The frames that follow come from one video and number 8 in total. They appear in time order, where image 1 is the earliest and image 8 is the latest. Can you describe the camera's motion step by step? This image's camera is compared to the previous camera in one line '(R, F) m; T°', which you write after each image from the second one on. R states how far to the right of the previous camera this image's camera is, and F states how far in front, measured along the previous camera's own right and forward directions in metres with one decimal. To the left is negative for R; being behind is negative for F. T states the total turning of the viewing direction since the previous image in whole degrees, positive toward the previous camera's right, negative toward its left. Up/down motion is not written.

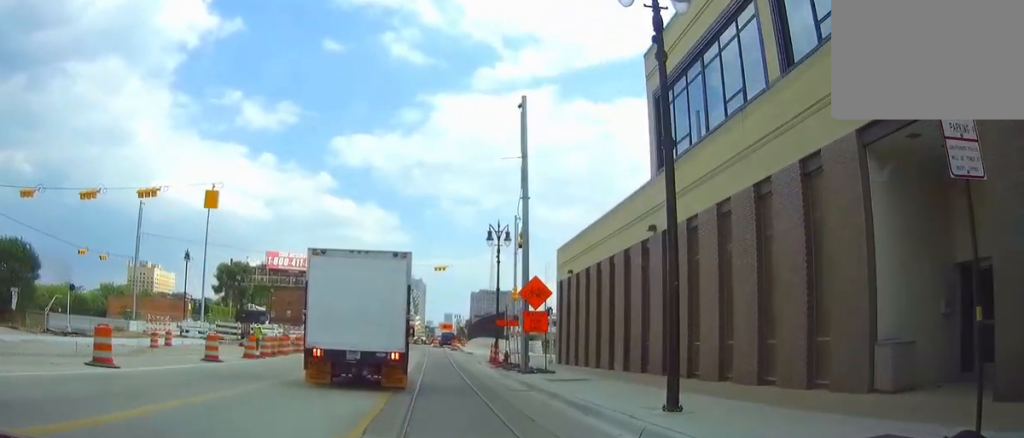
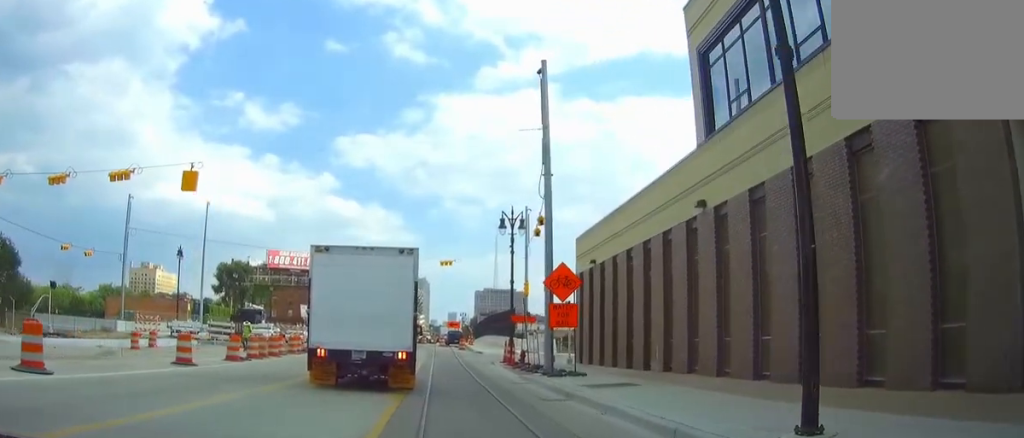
(-0.1, +3.9) m; -1°
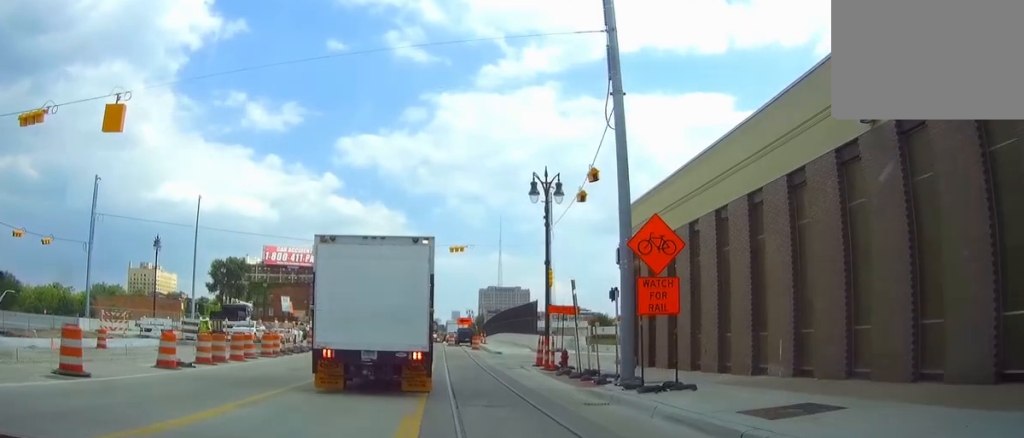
(0.0, +7.8) m; -1°
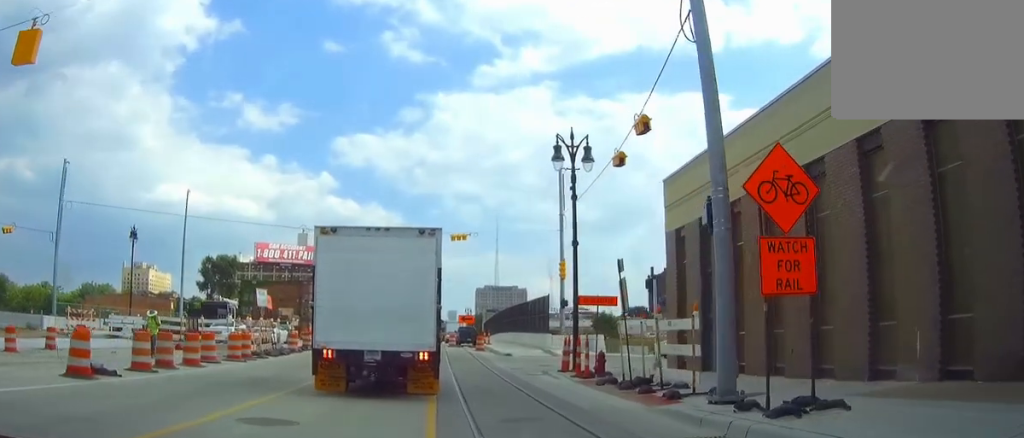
(-0.1, +5.2) m; -1°
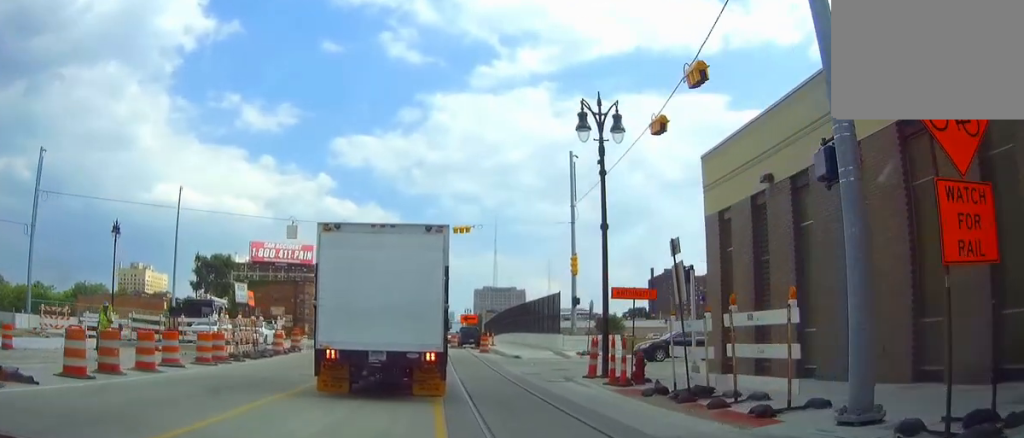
(-0.1, +3.7) m; 0°
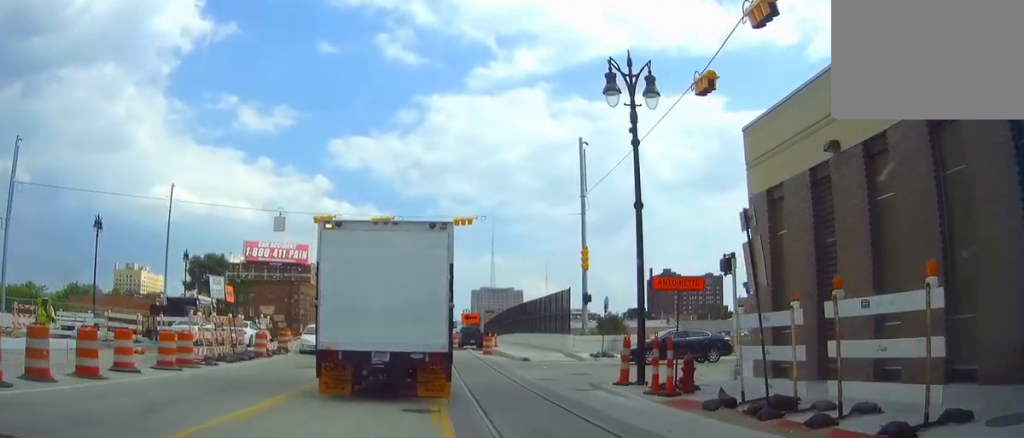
(+0.1, +3.2) m; 0°
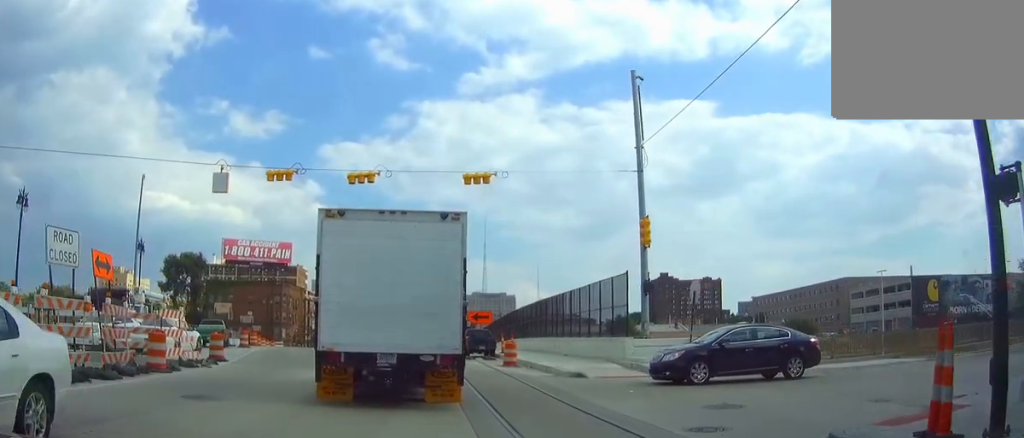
(+0.1, +11.0) m; +2°
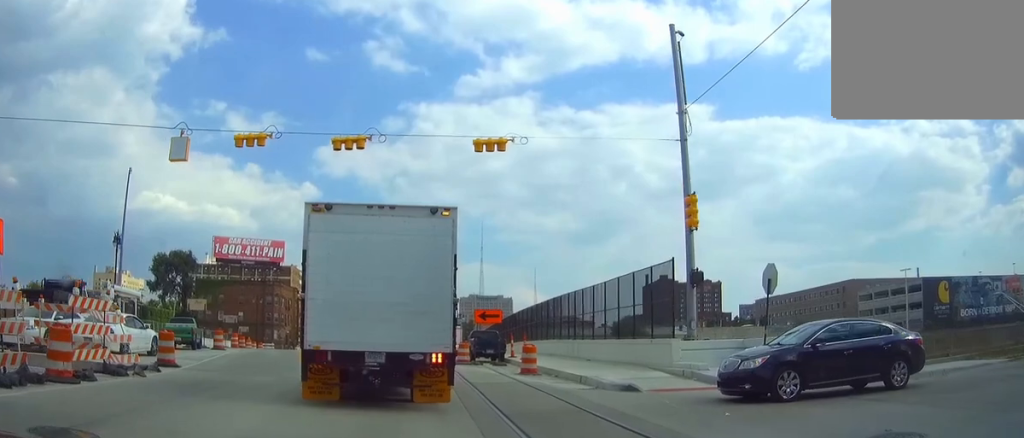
(+0.1, +4.7) m; +1°
